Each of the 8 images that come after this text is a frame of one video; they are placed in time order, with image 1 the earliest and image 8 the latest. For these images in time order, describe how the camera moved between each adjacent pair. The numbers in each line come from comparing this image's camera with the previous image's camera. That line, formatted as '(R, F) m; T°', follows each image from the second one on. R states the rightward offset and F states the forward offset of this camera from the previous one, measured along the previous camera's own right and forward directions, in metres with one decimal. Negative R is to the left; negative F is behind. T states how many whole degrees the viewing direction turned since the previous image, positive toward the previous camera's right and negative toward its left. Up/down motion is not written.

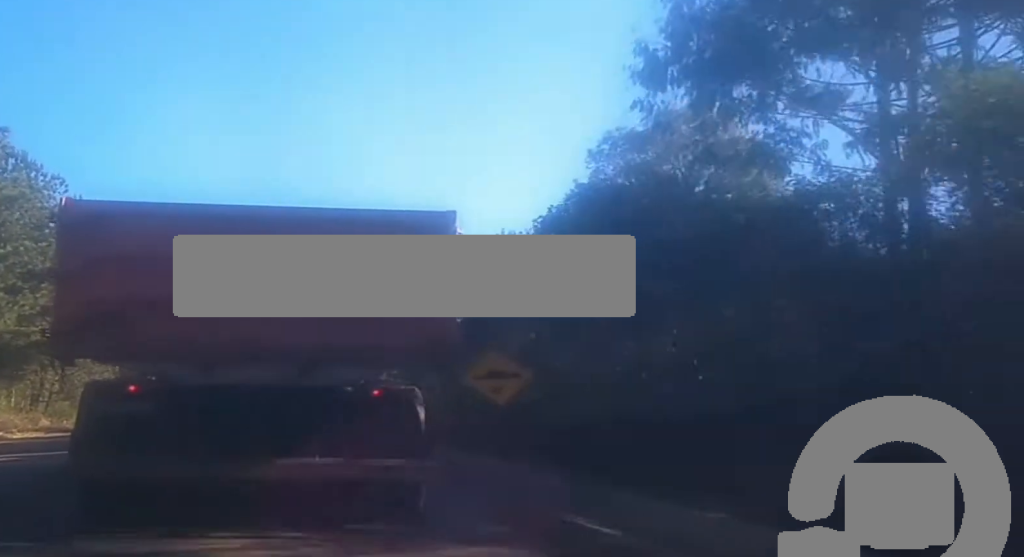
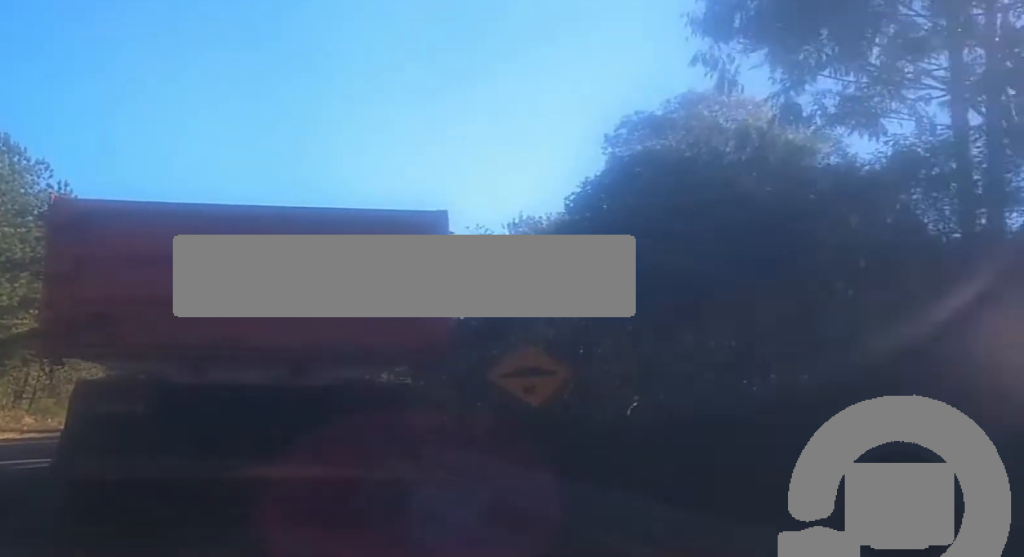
(-0.1, +2.9) m; 0°
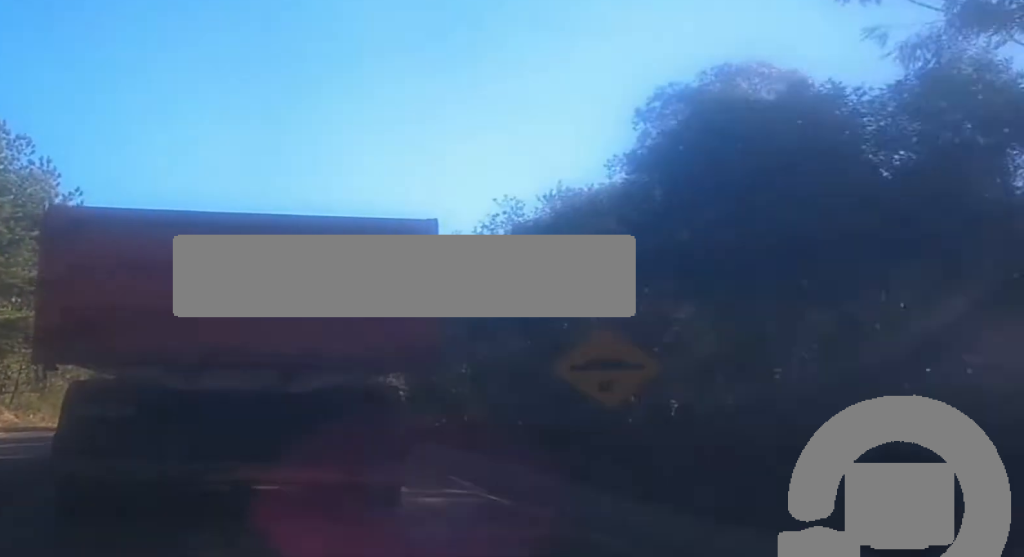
(+0.1, +3.8) m; +1°
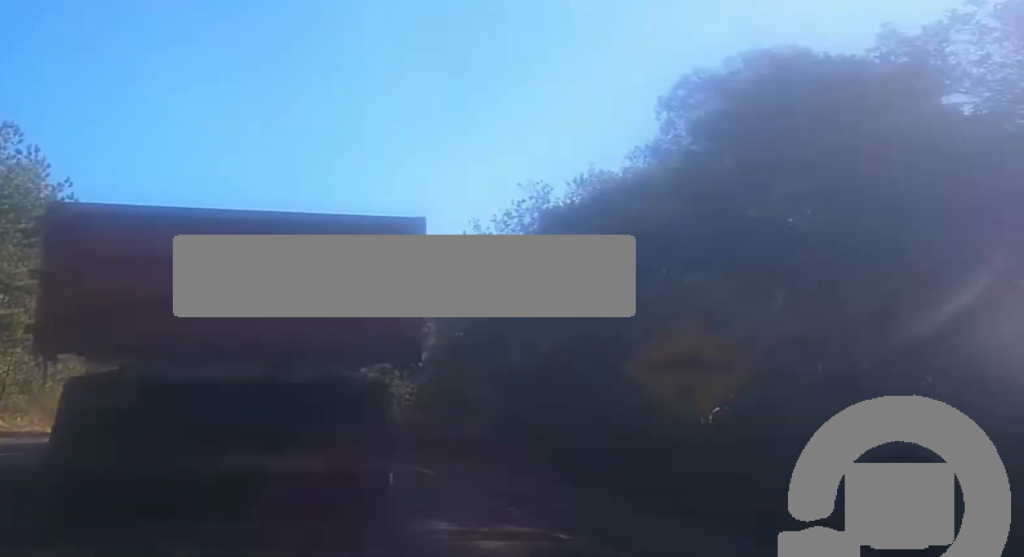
(-0.1, +2.5) m; 0°
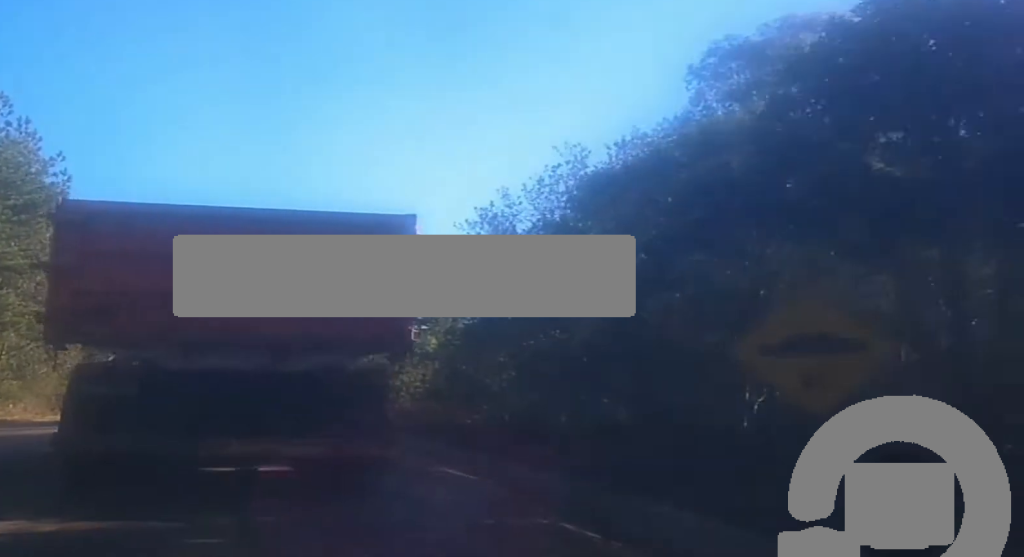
(0.0, +2.5) m; 0°
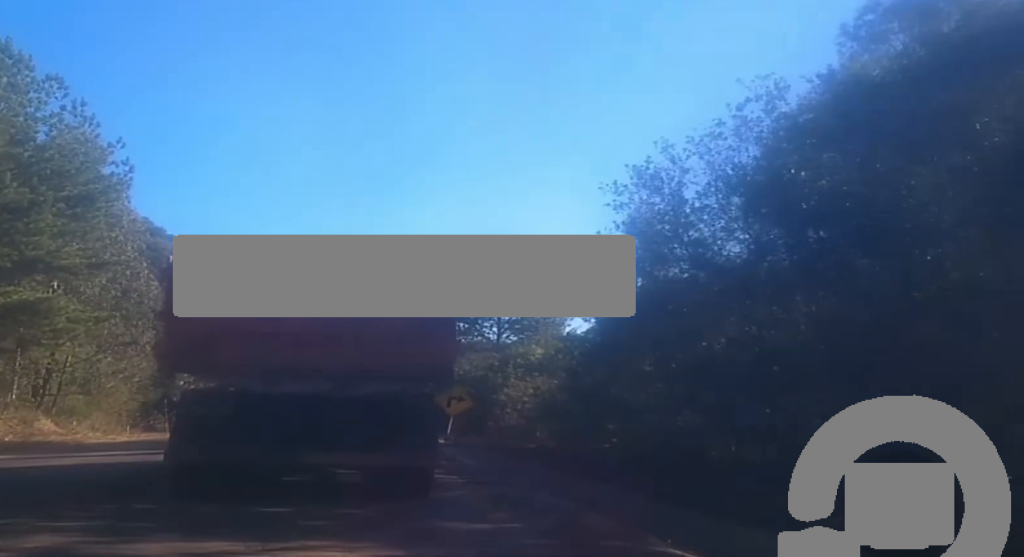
(-0.1, +5.6) m; -1°
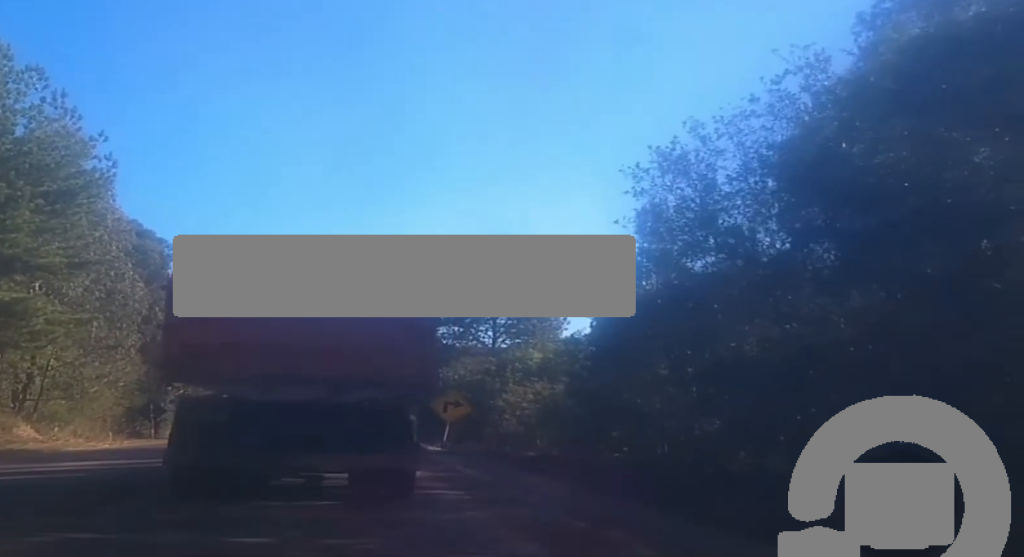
(+0.1, +1.7) m; +2°
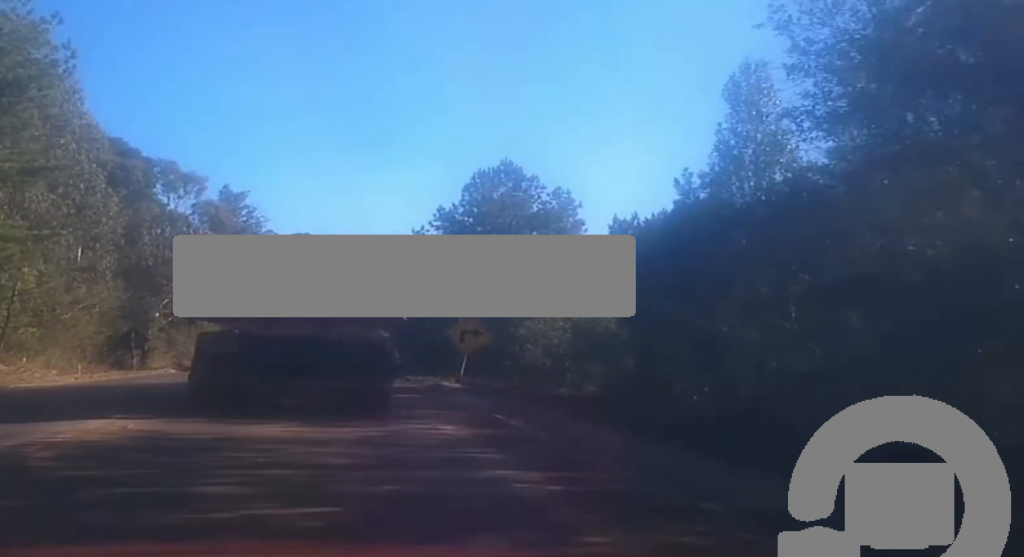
(+0.3, +6.1) m; 0°
